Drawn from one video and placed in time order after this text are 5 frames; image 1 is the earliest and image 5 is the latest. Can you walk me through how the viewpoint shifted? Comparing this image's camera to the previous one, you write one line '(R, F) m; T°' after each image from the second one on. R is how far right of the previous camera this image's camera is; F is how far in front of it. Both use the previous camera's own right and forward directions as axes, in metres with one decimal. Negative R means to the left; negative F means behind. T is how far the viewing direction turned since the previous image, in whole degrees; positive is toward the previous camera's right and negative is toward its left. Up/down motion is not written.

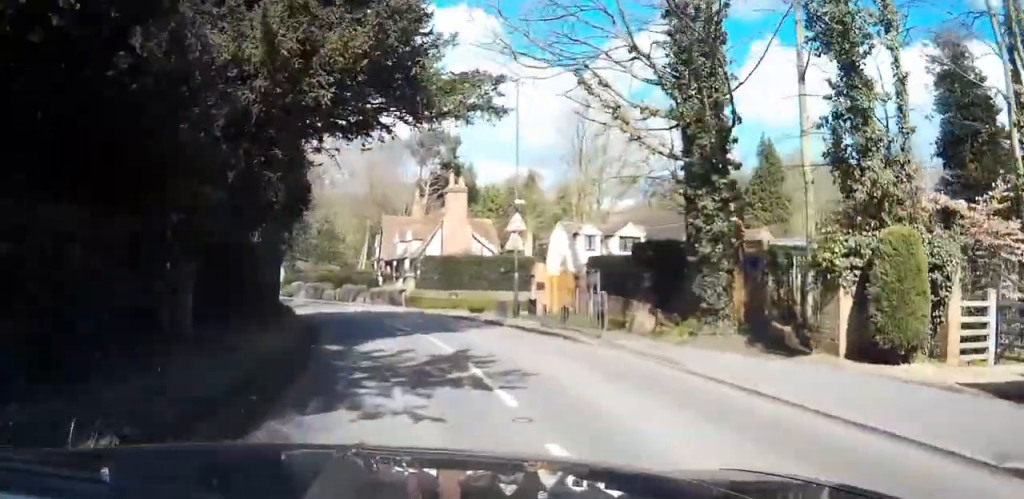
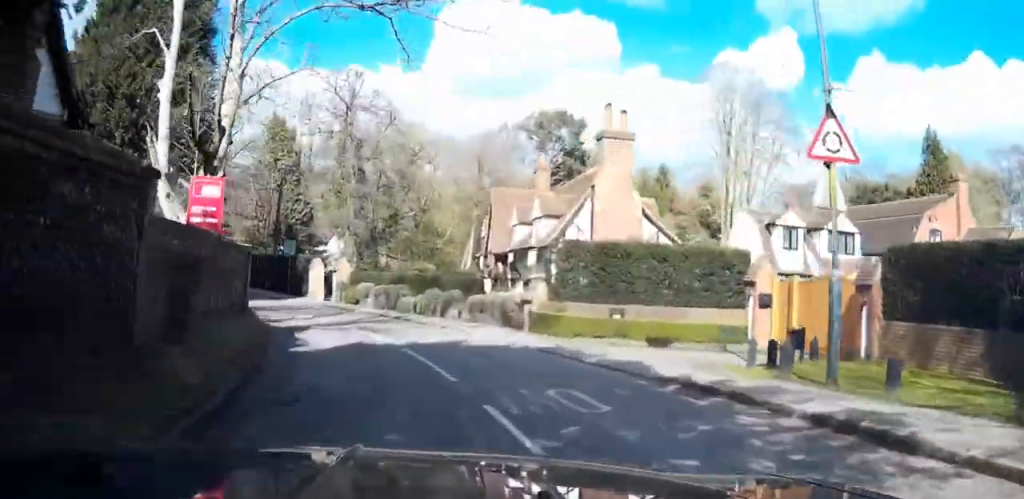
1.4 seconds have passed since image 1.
(-2.0, +15.4) m; -14°
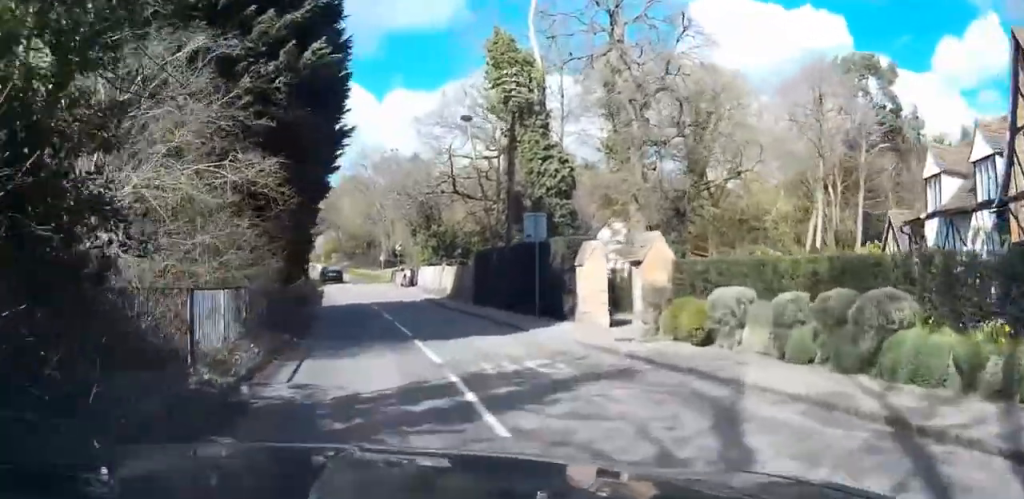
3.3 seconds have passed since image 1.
(-1.3, +22.2) m; -10°
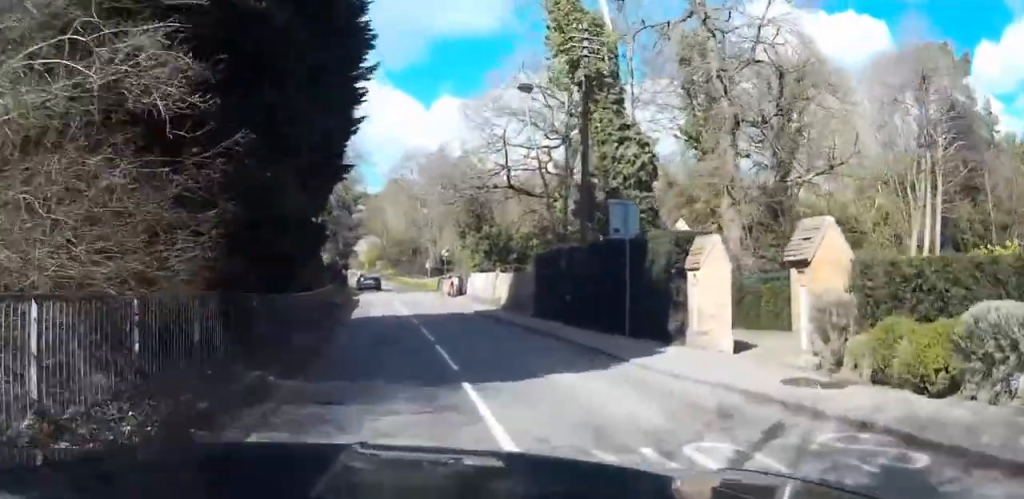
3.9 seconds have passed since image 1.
(-0.1, +6.2) m; -5°
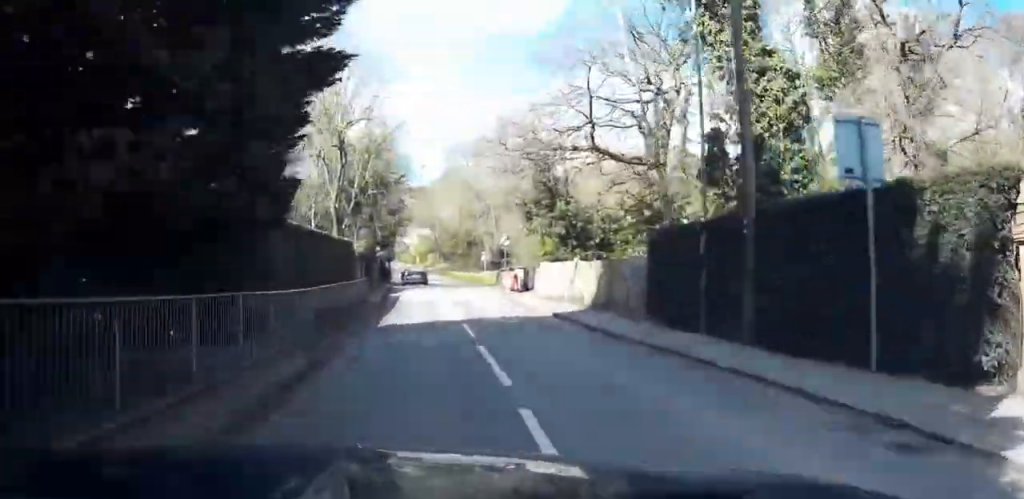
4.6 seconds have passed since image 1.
(-1.0, +9.4) m; -7°
